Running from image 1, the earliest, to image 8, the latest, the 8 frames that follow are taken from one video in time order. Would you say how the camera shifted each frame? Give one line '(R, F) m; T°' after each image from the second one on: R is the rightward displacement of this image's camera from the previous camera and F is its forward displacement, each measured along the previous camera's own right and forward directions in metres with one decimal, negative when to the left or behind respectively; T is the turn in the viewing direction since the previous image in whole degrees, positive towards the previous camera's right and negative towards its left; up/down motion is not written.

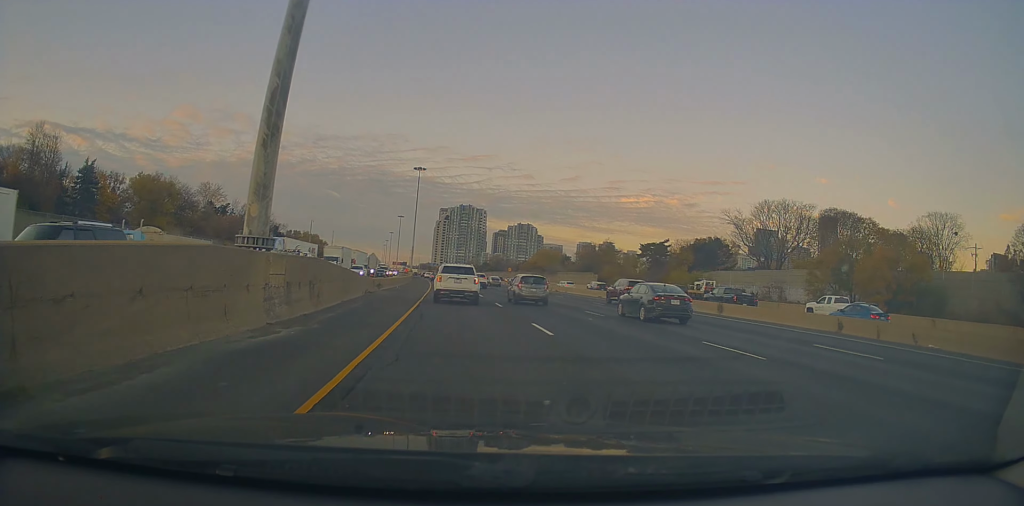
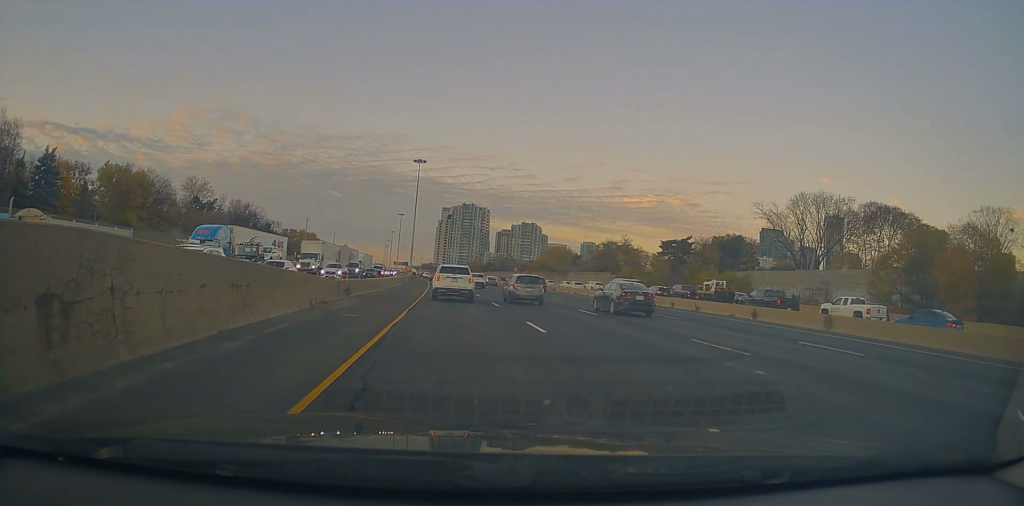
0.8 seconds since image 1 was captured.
(+0.2, +11.5) m; +1°
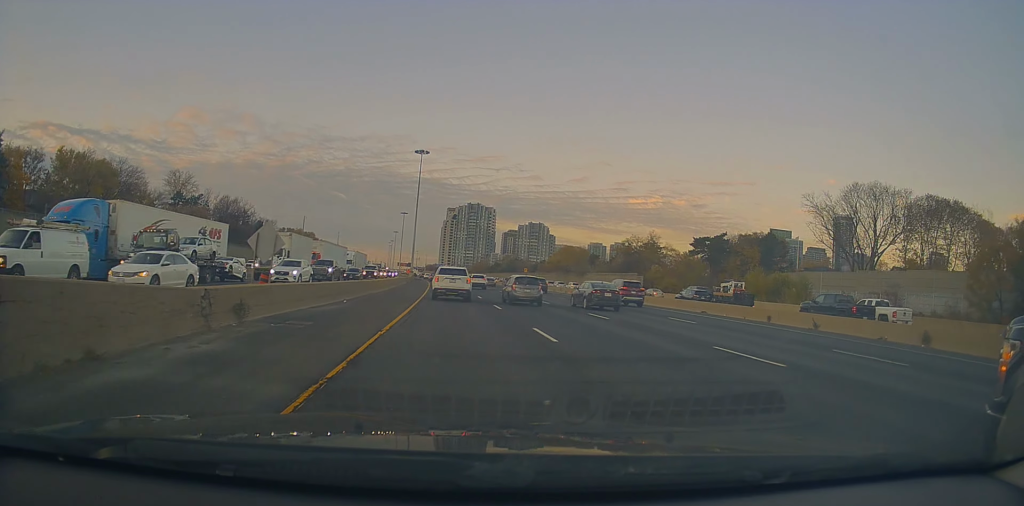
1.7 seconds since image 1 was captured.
(0.0, +13.5) m; -1°
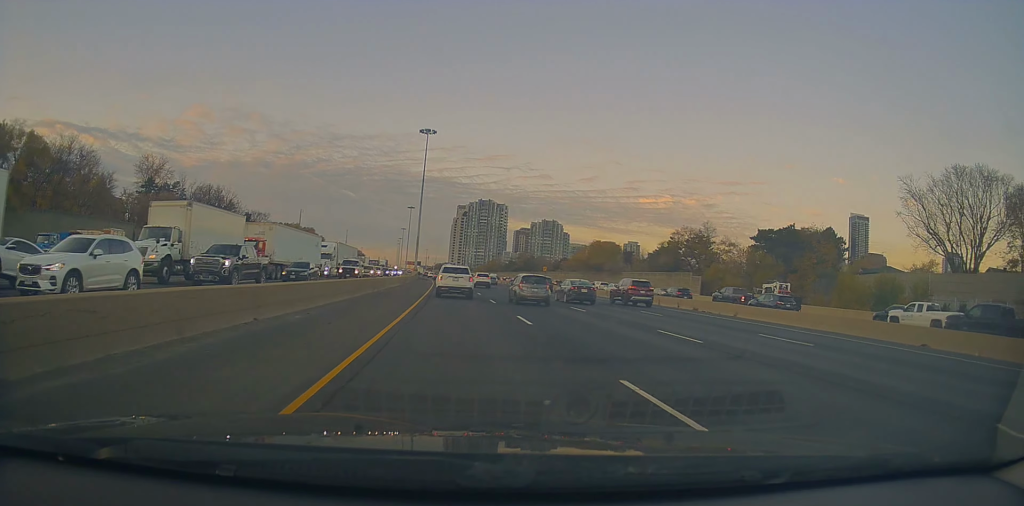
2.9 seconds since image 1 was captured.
(-0.5, +19.6) m; -2°
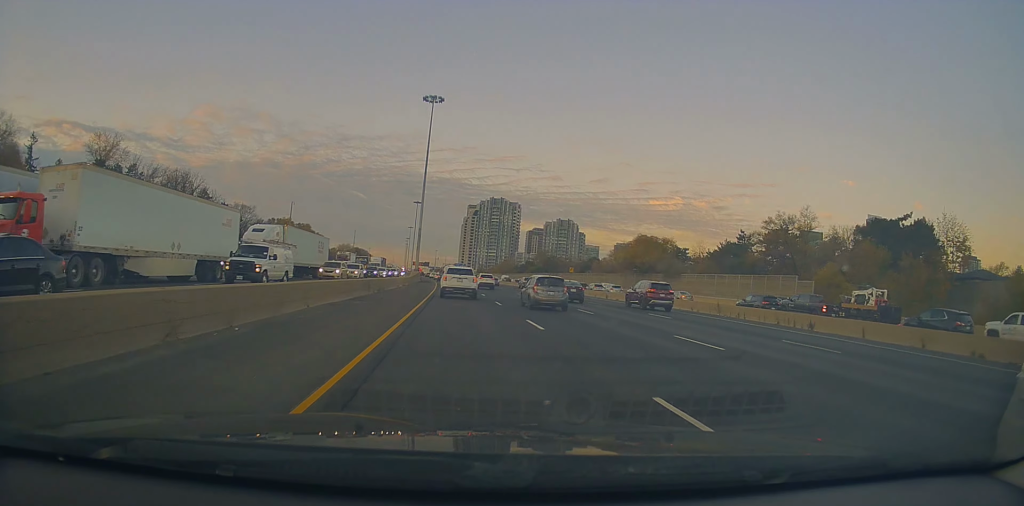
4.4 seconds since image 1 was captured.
(-0.2, +24.7) m; -1°
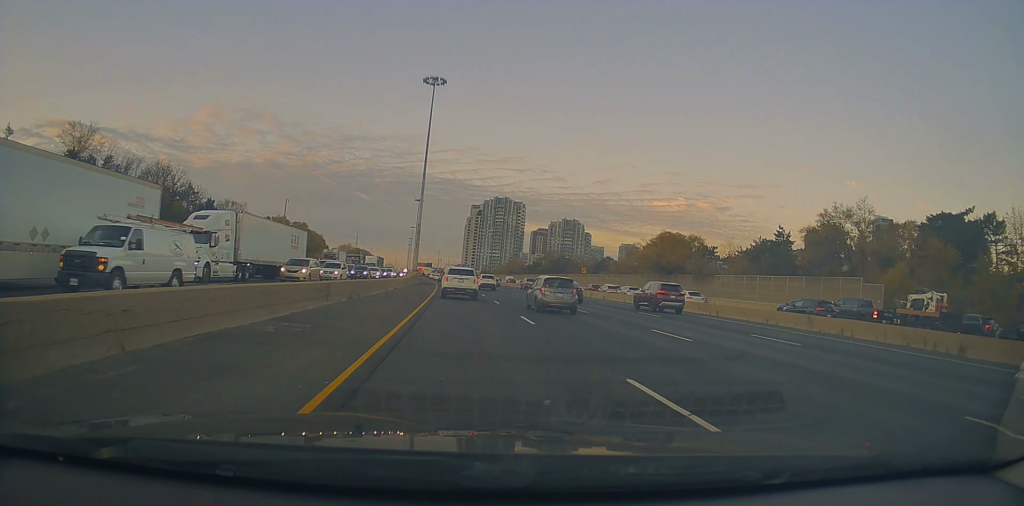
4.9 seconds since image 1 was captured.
(-0.1, +10.3) m; +1°
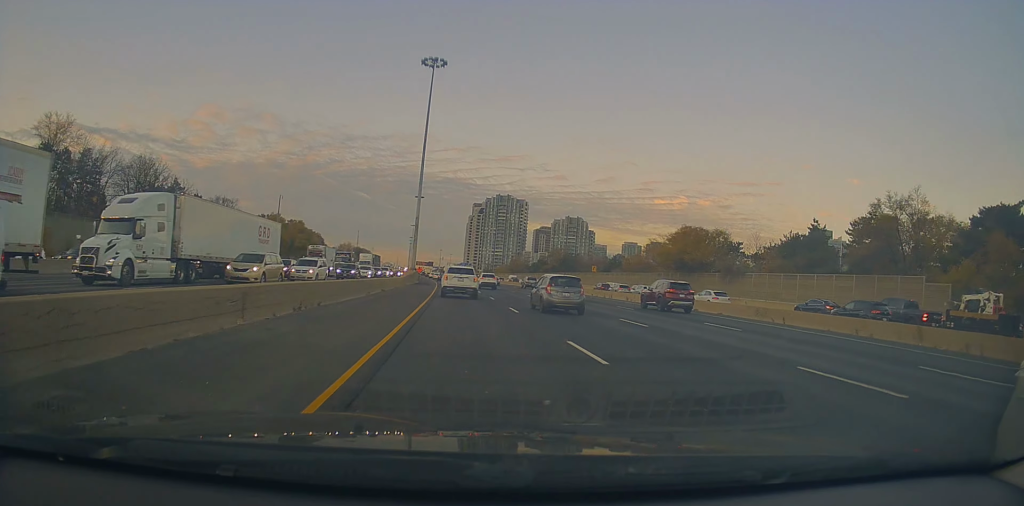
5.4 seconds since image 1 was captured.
(0.0, +8.0) m; 0°
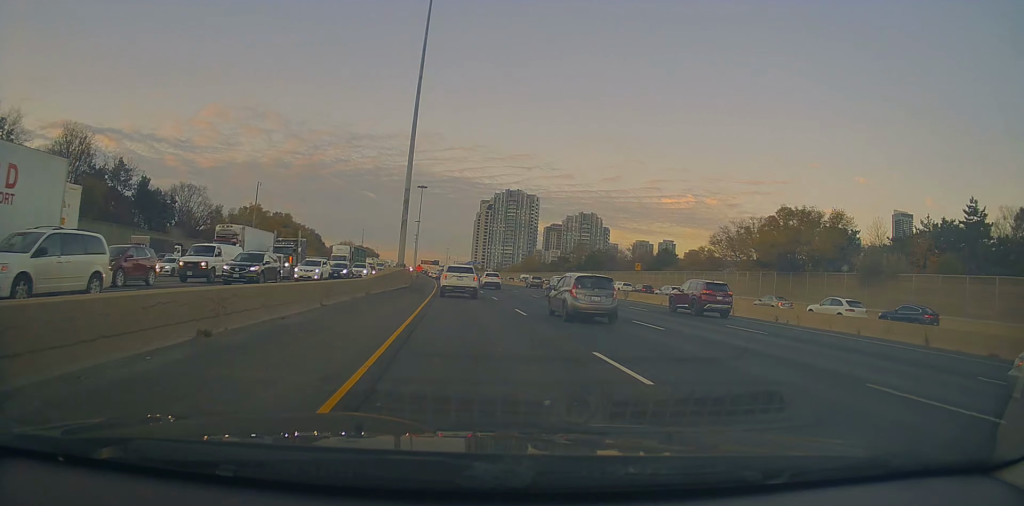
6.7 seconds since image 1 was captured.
(+0.1, +25.7) m; -1°
